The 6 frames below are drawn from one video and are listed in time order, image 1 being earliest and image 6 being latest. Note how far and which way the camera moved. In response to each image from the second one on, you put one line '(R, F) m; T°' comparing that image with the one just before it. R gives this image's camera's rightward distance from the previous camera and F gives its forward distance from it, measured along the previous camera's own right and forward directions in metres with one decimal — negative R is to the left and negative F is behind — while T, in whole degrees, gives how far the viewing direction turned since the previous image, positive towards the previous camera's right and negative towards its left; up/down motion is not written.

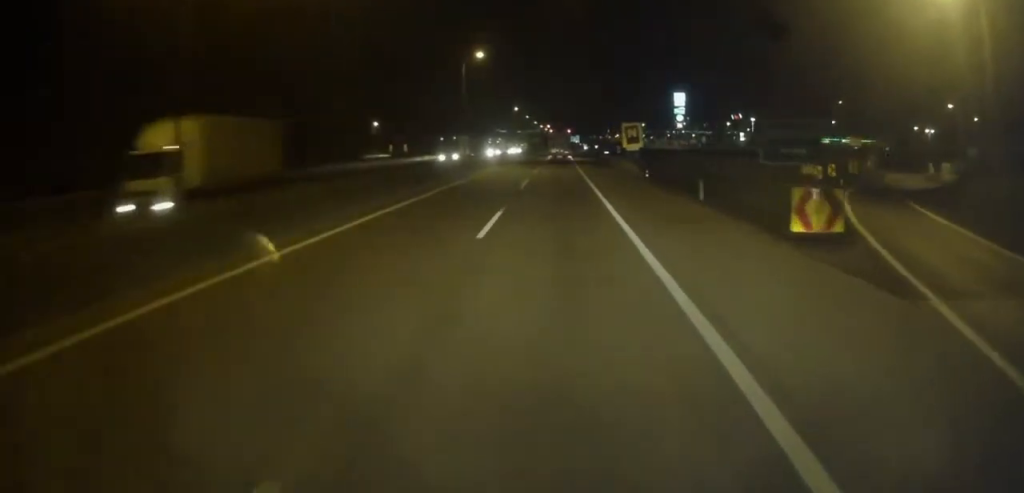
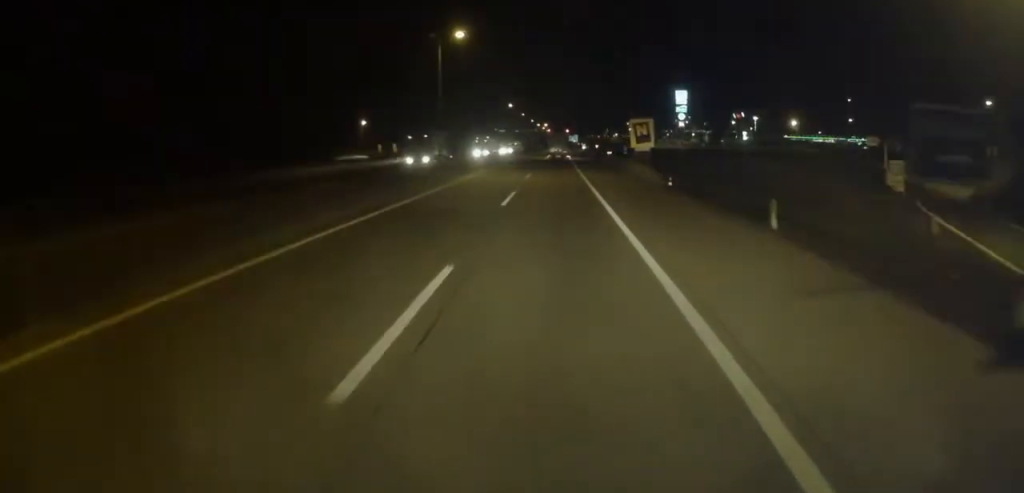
(0.0, +10.9) m; 0°
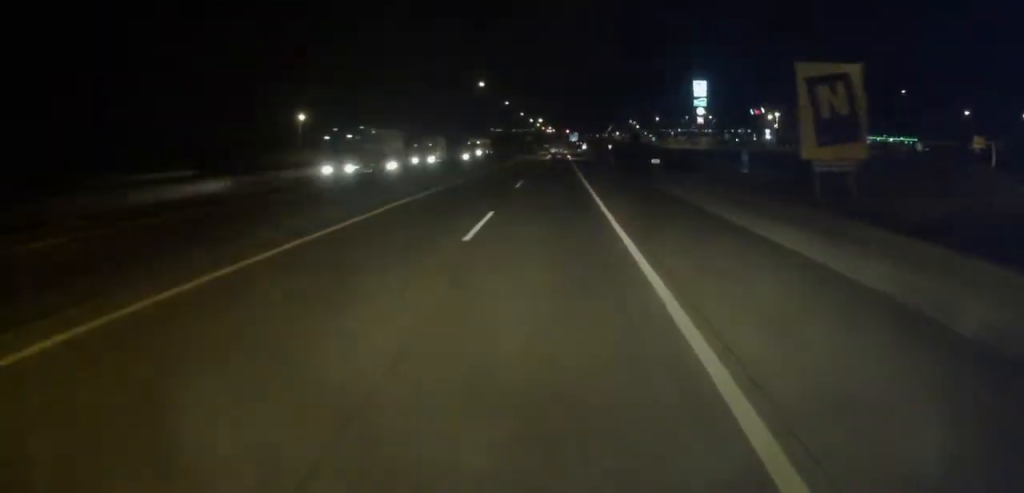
(0.0, +46.1) m; 0°
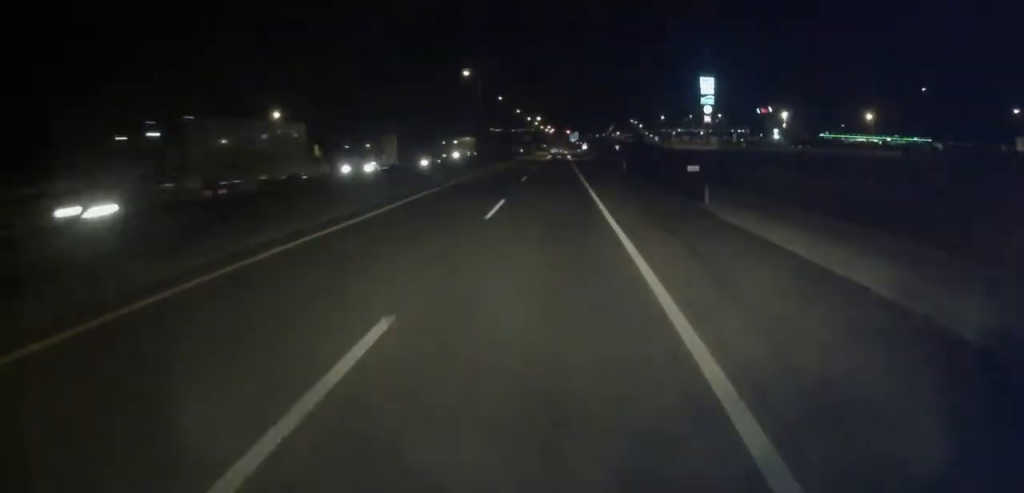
(-0.3, +13.5) m; +1°
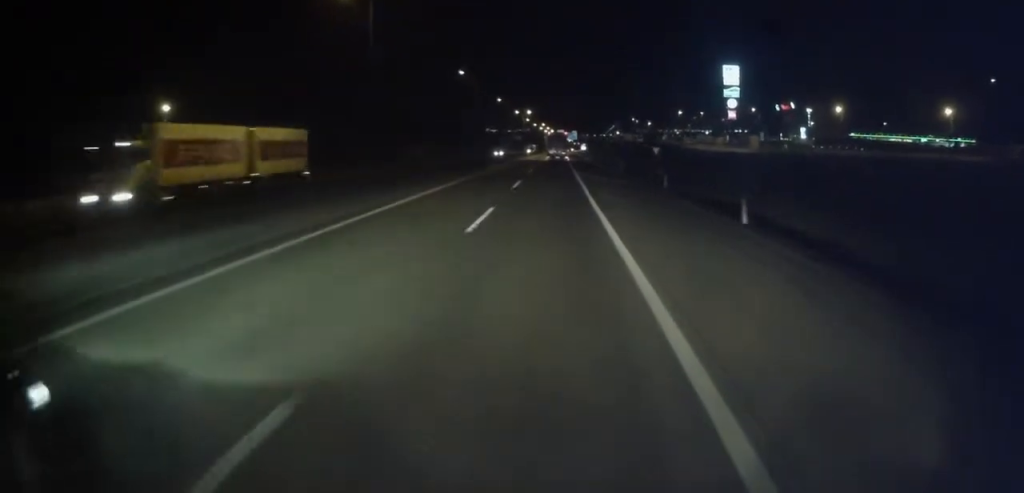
(+0.7, +39.2) m; 0°
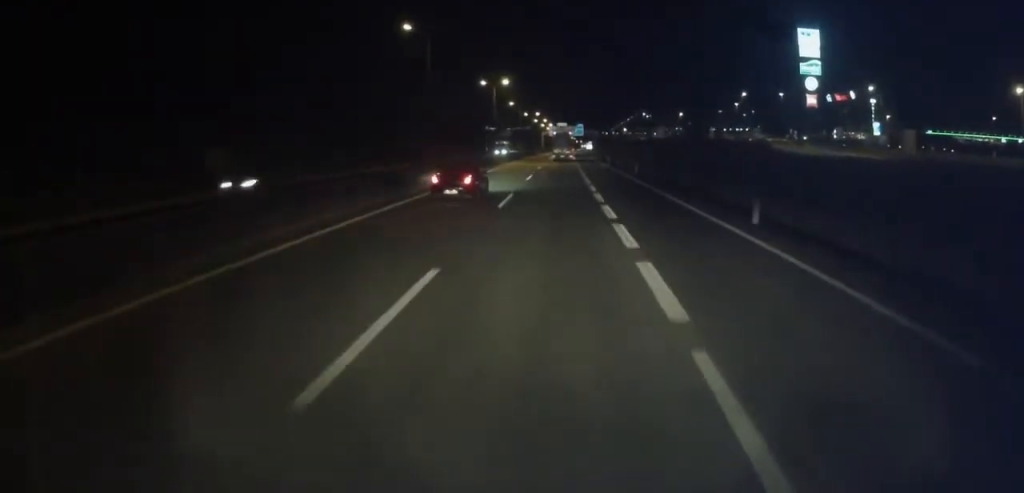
(-0.4, +65.2) m; -1°
